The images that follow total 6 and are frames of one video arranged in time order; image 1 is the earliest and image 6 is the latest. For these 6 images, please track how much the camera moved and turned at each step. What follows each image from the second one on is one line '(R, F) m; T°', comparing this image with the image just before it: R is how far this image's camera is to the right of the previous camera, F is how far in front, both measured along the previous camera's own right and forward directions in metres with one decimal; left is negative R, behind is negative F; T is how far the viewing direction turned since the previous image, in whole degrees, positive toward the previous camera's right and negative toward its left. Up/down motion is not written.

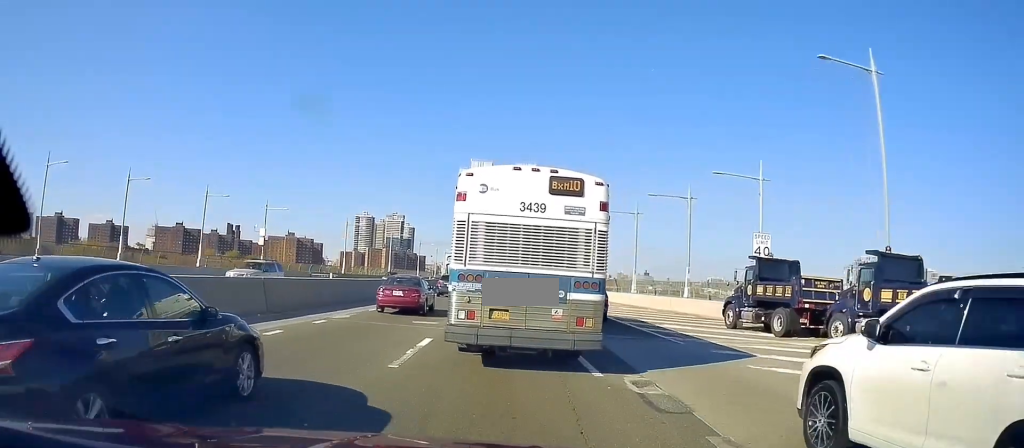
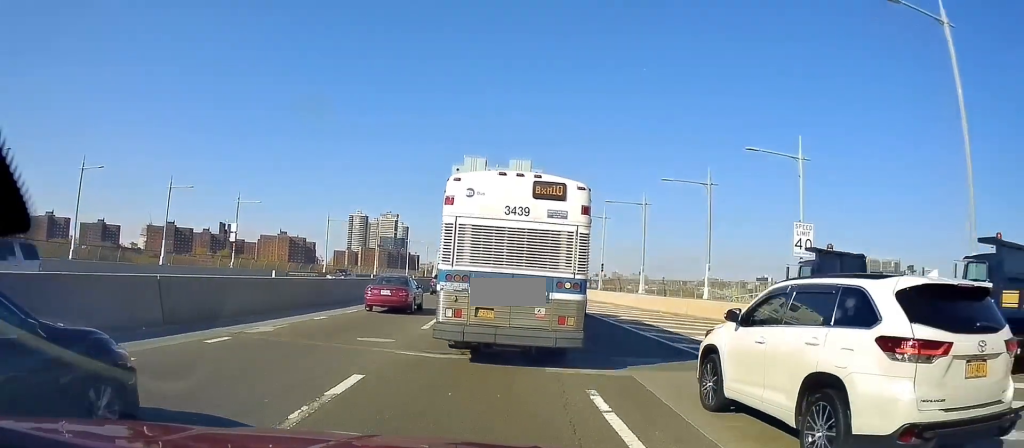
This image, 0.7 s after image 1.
(-0.4, +5.4) m; 0°
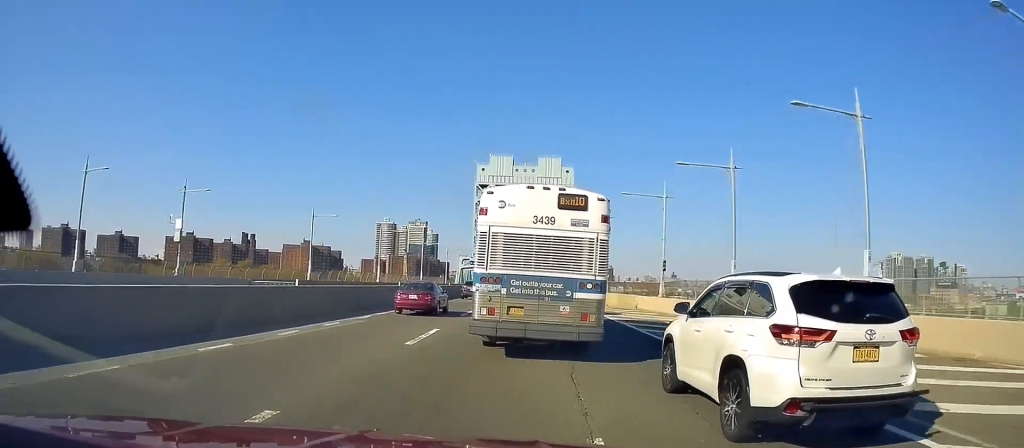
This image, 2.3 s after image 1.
(+0.6, +14.4) m; 0°
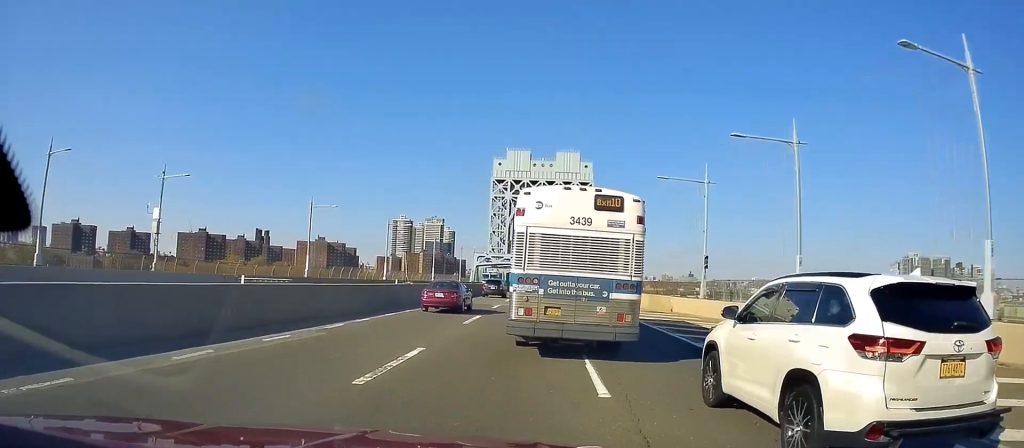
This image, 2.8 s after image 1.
(-0.1, +5.1) m; -2°
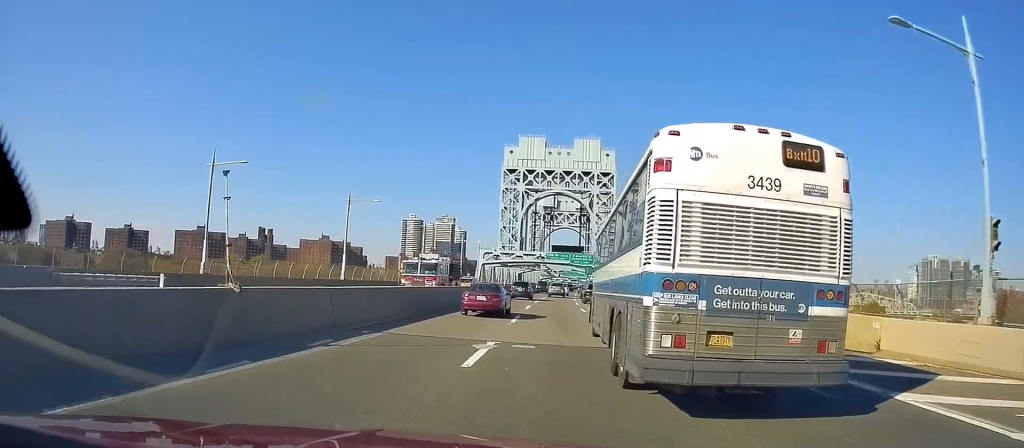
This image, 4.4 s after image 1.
(-0.3, +17.9) m; -3°
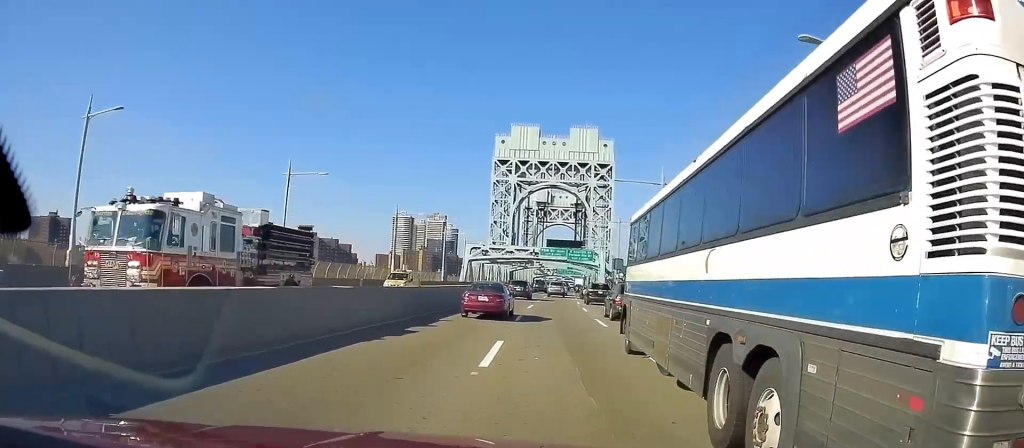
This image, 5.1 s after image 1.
(-0.2, +10.1) m; -1°
